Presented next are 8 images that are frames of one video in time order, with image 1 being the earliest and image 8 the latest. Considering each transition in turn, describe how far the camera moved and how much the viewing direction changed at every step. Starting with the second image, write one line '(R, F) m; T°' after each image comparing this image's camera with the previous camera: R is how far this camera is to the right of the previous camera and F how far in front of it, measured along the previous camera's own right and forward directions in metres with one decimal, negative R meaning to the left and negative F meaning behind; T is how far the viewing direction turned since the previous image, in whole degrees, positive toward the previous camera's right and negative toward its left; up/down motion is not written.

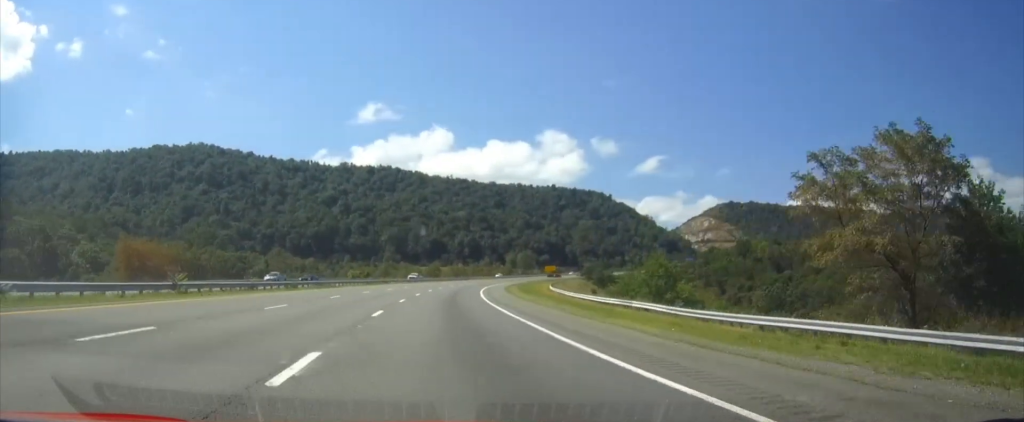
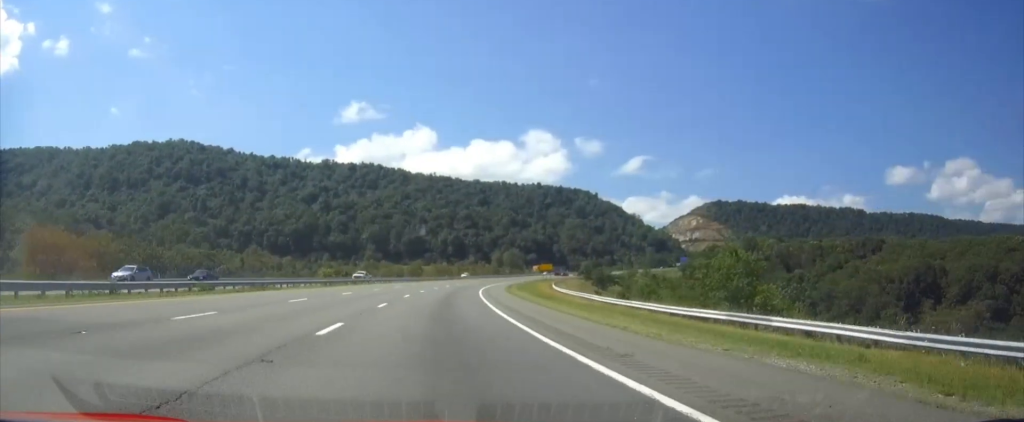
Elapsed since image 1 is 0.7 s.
(+0.4, +18.3) m; +1°
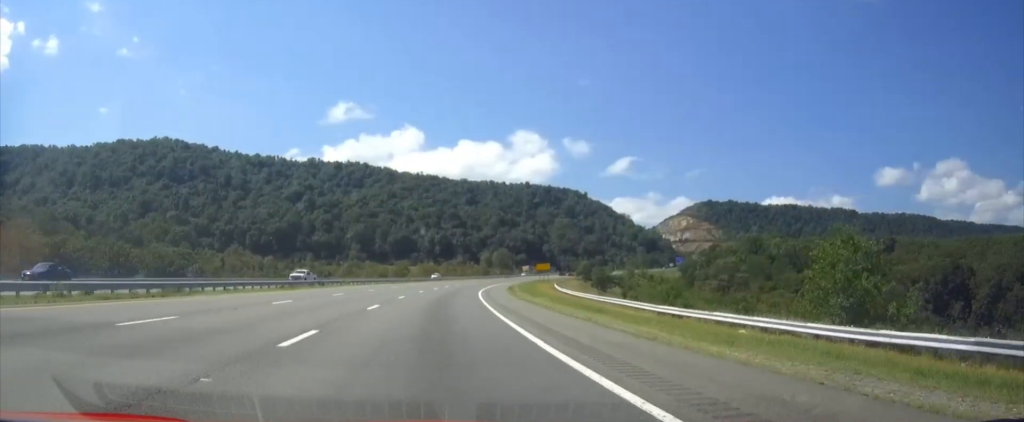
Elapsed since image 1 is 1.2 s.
(0.0, +13.7) m; +1°
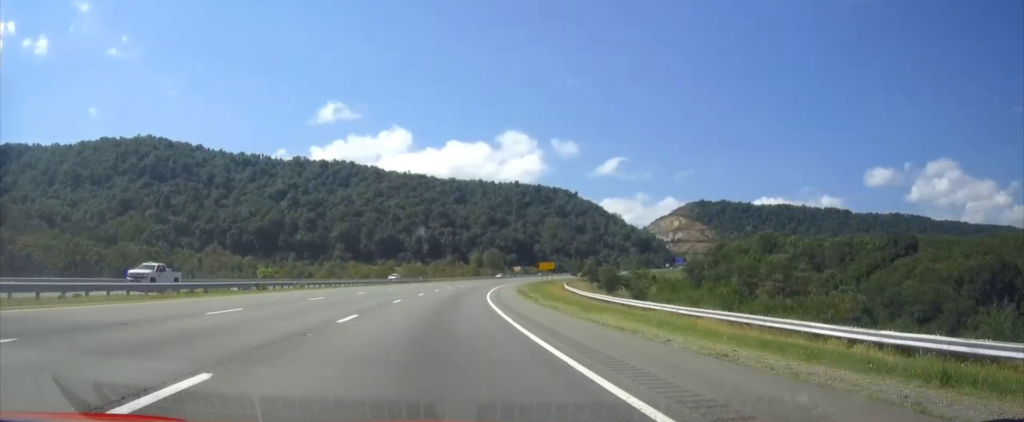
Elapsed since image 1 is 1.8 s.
(+0.1, +18.5) m; +1°
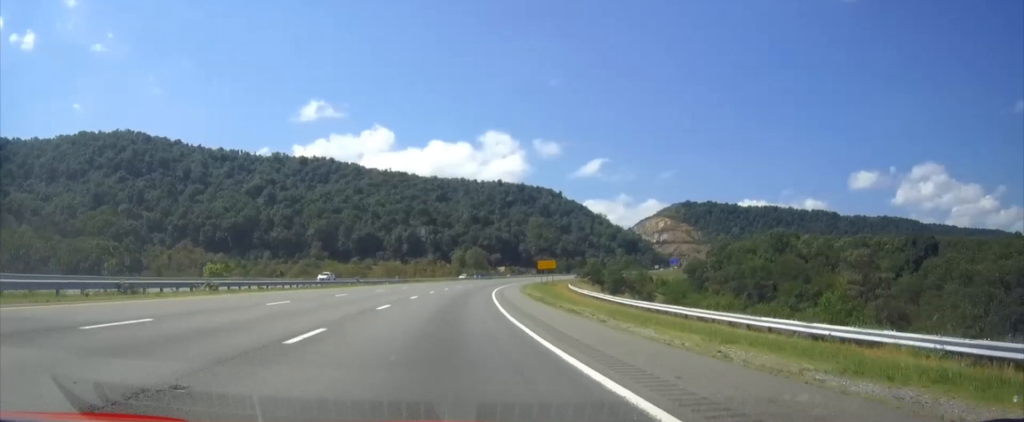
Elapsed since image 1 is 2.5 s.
(+0.2, +18.9) m; +2°
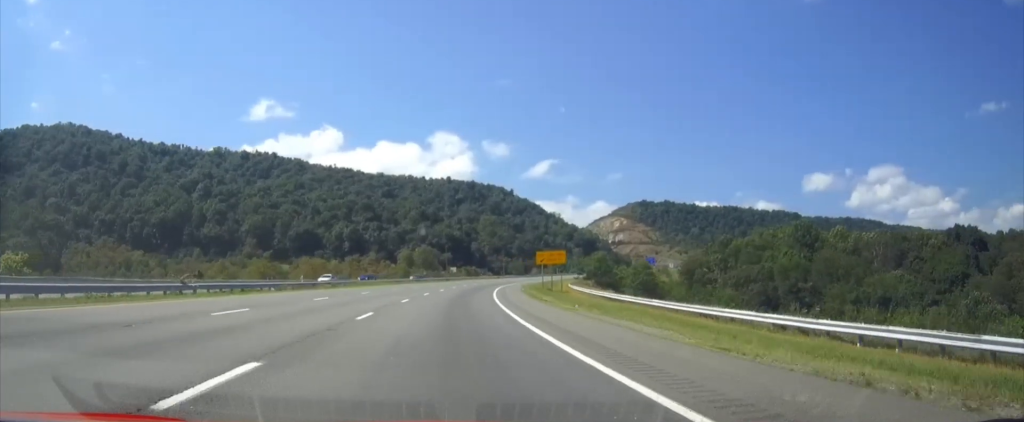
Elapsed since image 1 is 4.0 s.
(+1.9, +43.3) m; +5°
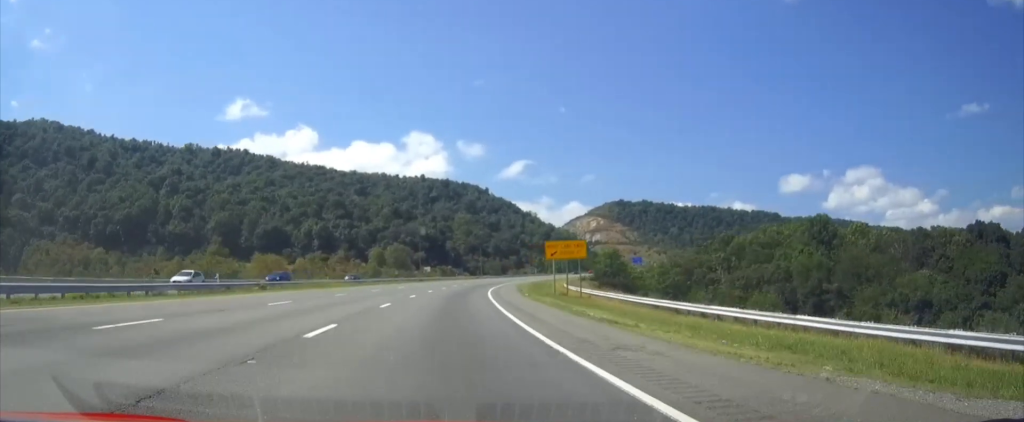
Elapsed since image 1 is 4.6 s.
(+0.5, +19.1) m; +2°
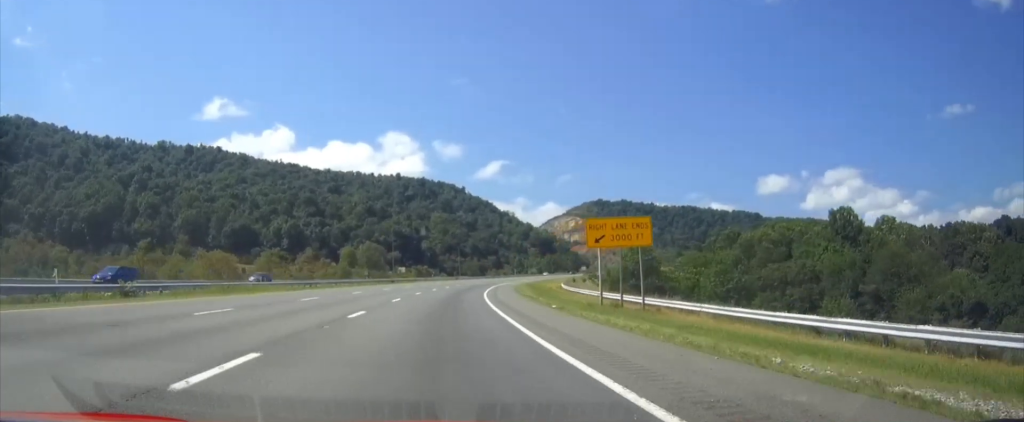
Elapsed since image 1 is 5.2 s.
(0.0, +19.2) m; +2°
